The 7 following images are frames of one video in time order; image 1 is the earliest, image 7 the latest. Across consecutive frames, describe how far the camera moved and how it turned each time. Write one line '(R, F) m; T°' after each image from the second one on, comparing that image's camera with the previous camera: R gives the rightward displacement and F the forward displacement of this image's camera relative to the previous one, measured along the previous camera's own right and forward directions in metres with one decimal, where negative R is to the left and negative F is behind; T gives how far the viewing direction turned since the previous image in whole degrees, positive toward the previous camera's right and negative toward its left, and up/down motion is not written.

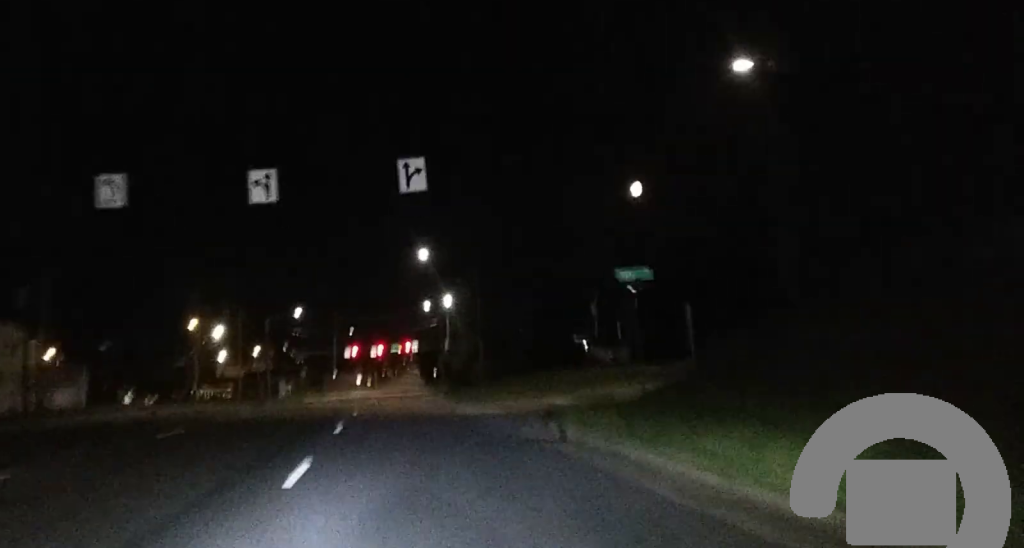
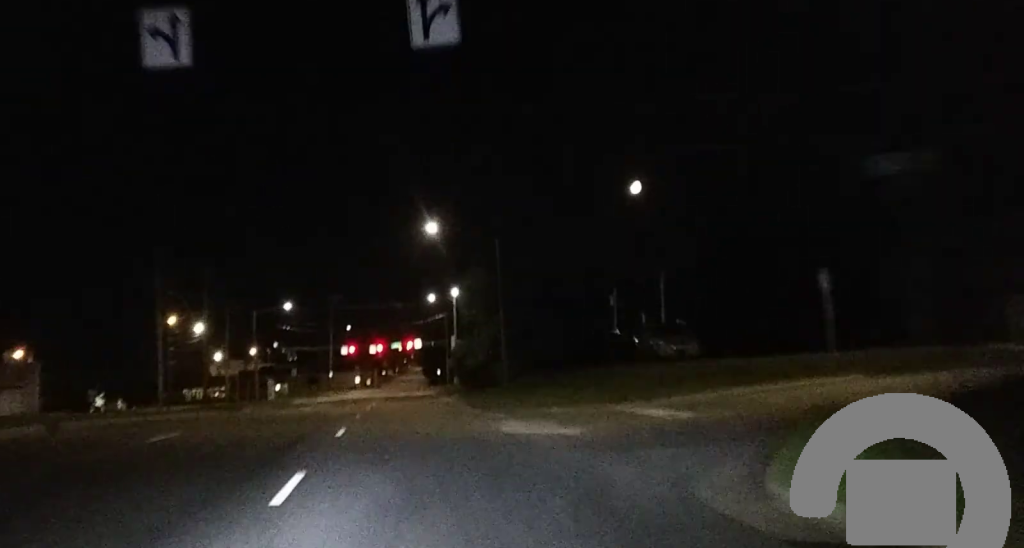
(0.0, +15.8) m; 0°
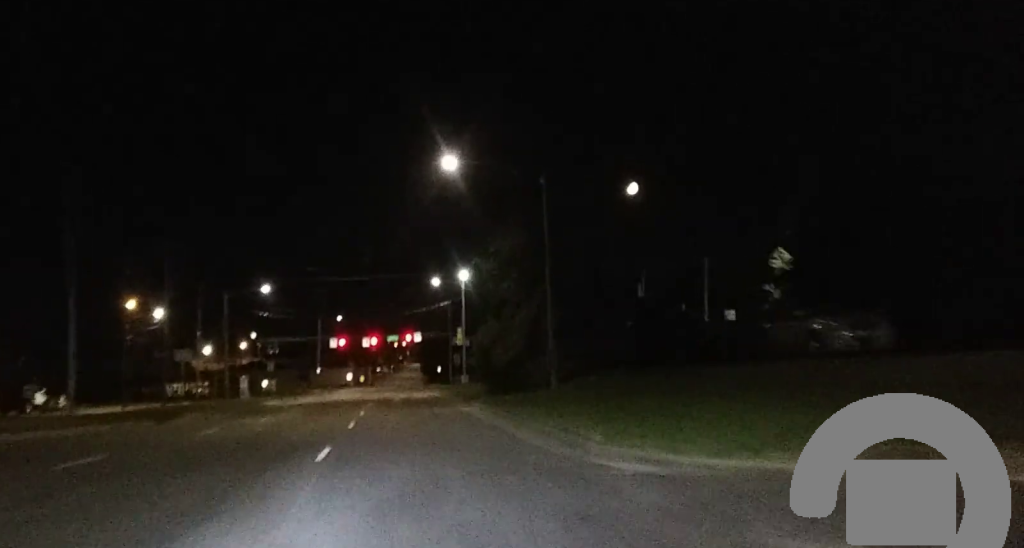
(0.0, +20.4) m; 0°
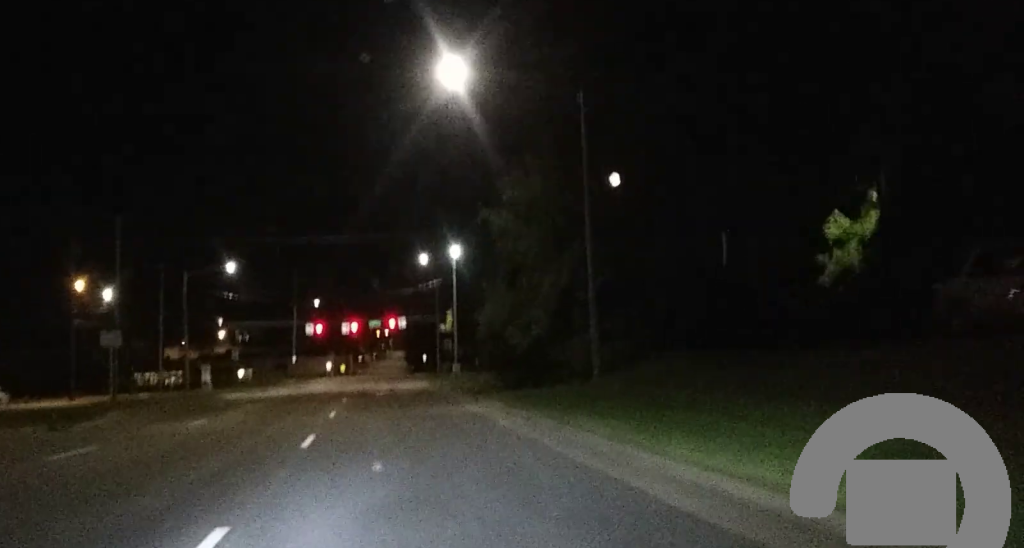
(+0.2, +14.0) m; +1°
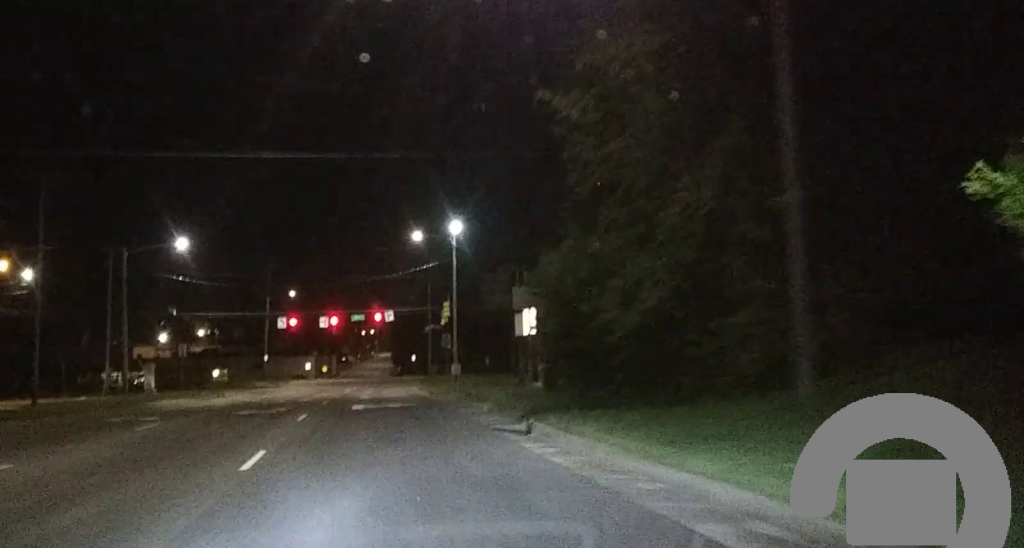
(0.0, +15.8) m; 0°
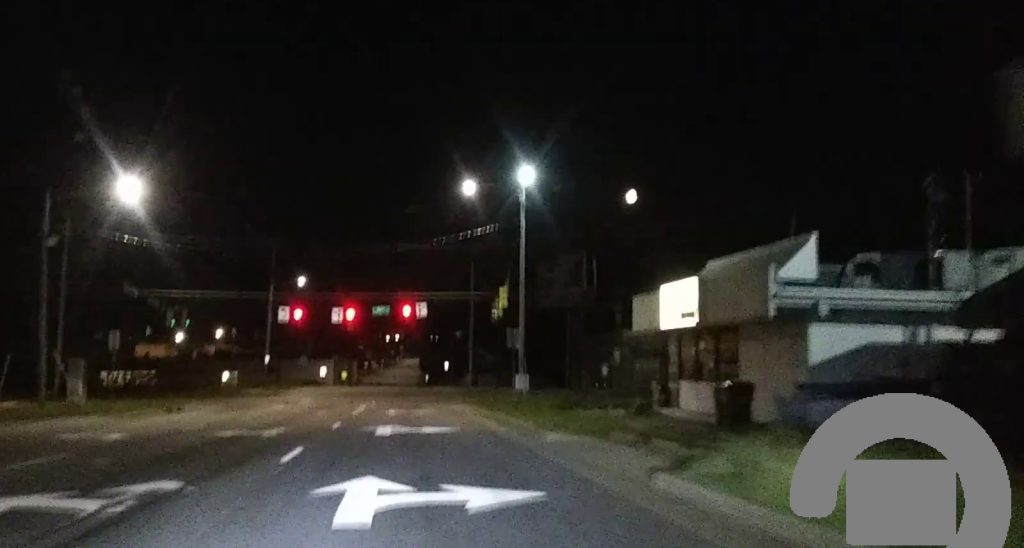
(-0.1, +21.9) m; 0°
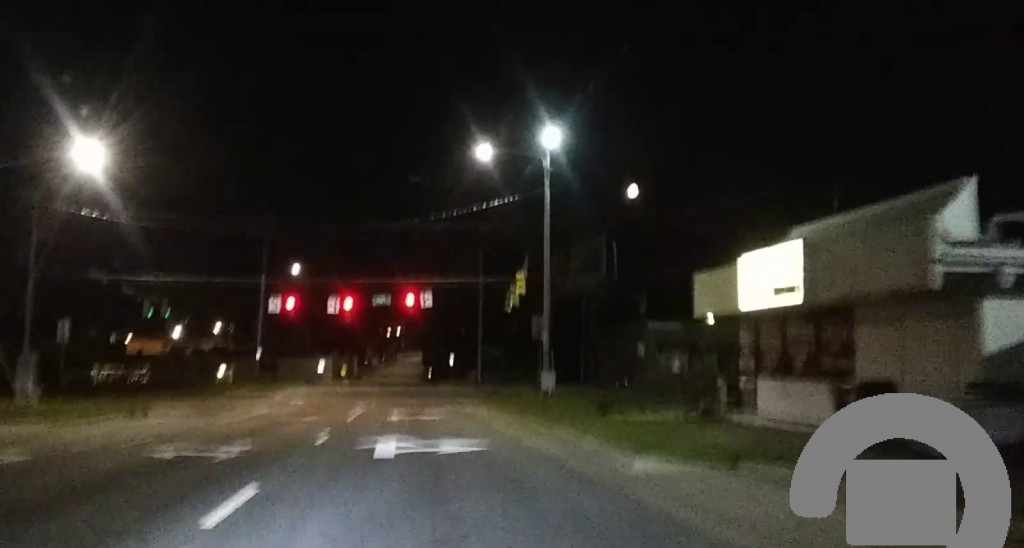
(0.0, +7.4) m; 0°
